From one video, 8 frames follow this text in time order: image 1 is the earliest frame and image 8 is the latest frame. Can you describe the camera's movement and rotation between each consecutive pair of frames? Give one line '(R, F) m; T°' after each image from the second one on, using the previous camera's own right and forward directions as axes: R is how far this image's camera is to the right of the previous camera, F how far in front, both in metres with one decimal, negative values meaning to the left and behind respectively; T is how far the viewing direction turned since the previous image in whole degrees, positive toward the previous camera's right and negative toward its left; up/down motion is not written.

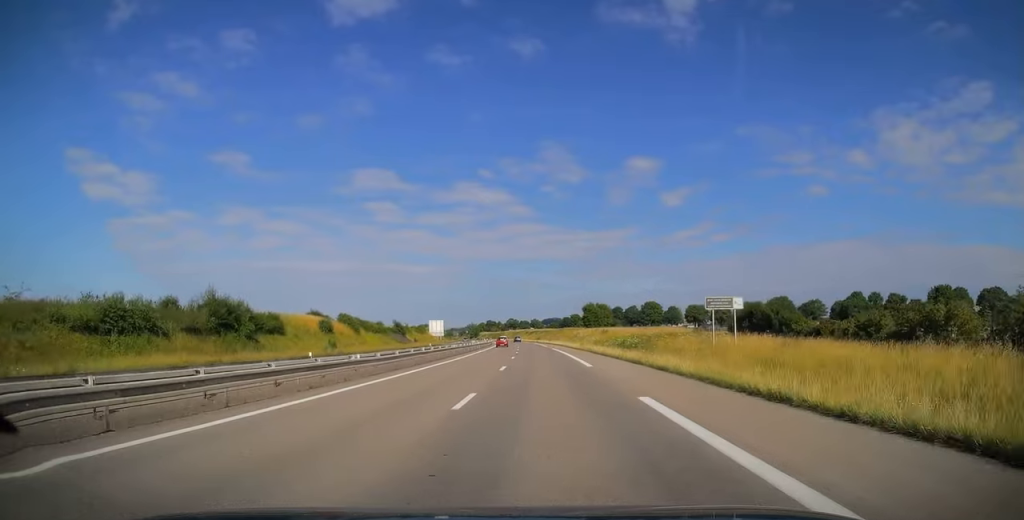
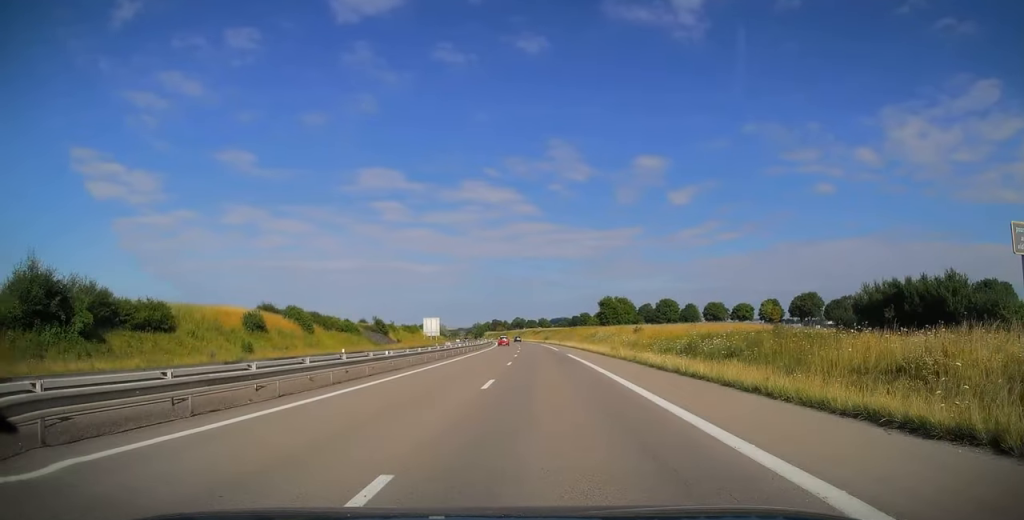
(-0.1, +21.6) m; -1°
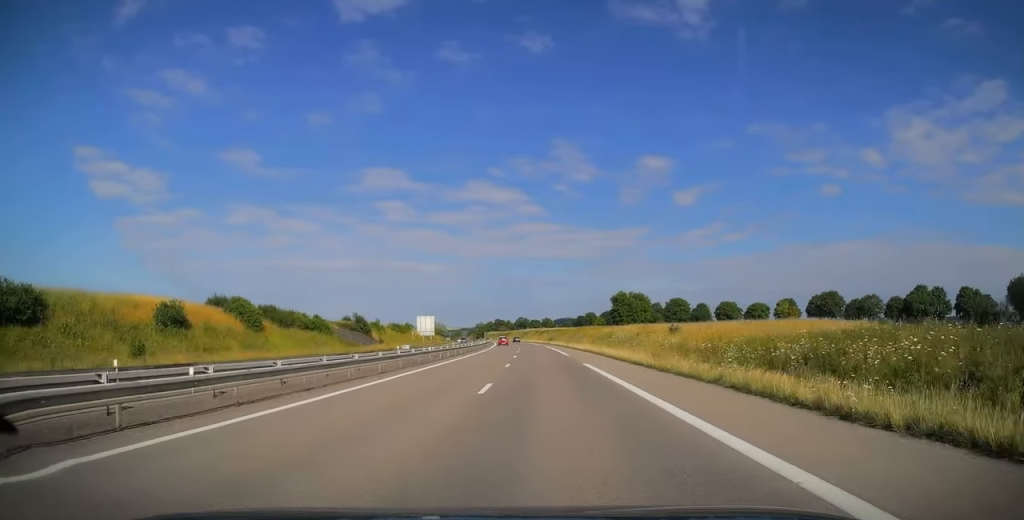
(+0.1, +14.3) m; 0°
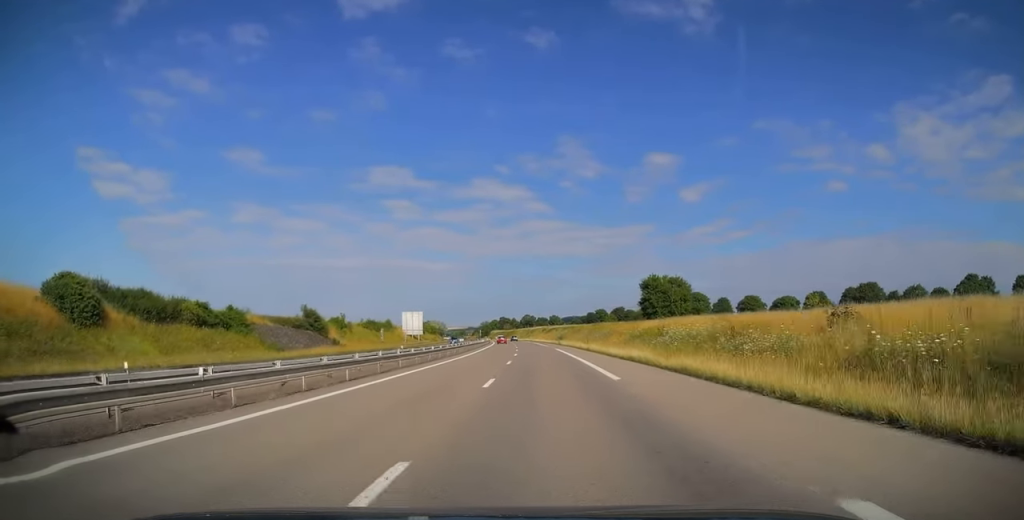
(-0.3, +24.0) m; -1°
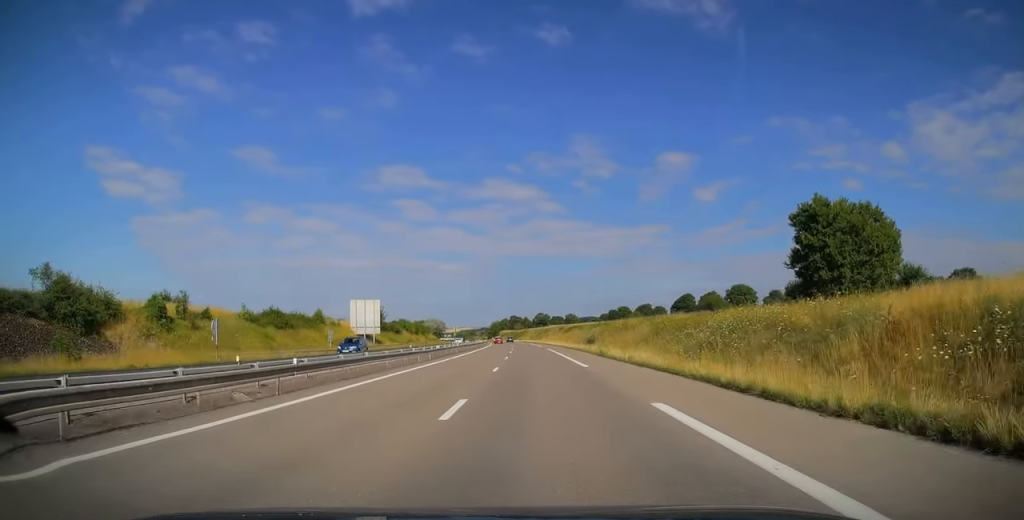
(-0.2, +45.2) m; -1°
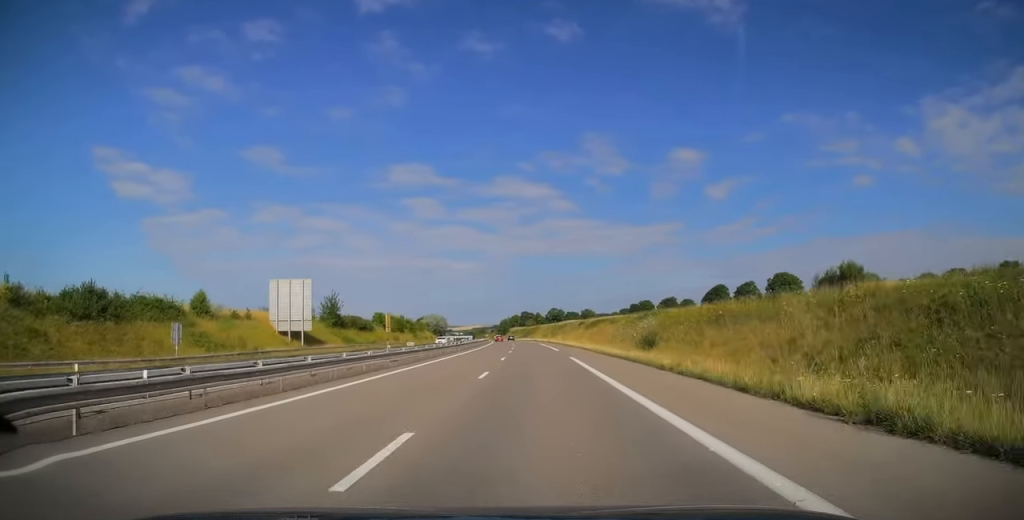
(-0.4, +31.4) m; -2°
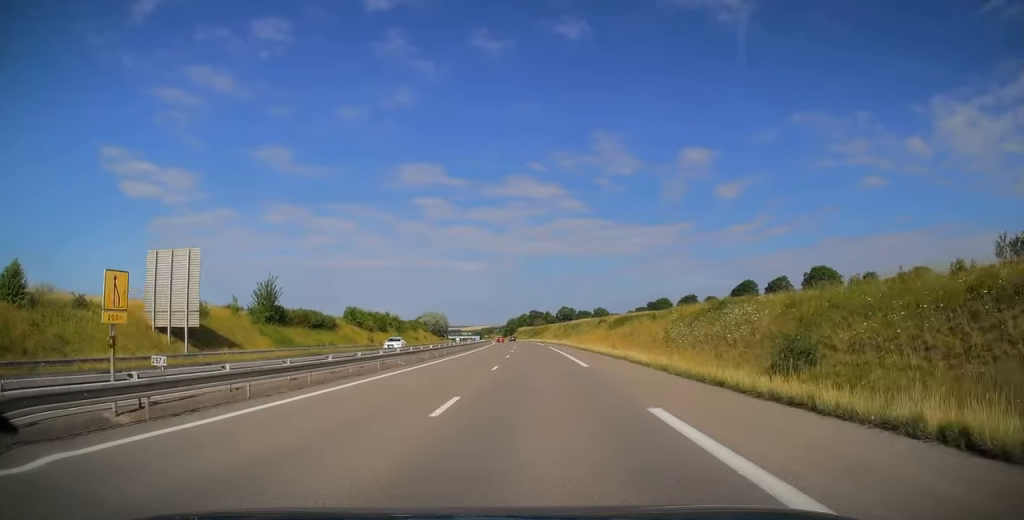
(-0.5, +22.1) m; -1°
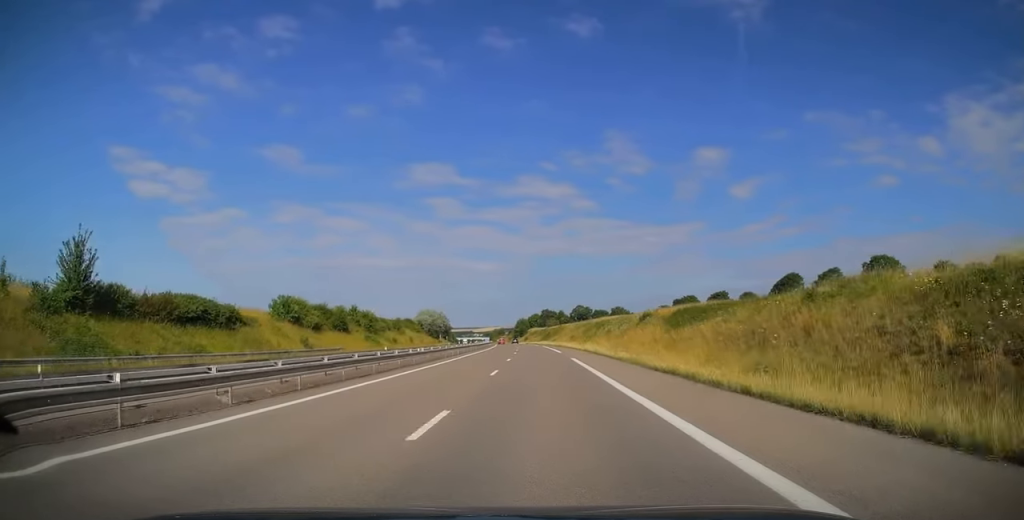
(0.0, +29.0) m; 0°
